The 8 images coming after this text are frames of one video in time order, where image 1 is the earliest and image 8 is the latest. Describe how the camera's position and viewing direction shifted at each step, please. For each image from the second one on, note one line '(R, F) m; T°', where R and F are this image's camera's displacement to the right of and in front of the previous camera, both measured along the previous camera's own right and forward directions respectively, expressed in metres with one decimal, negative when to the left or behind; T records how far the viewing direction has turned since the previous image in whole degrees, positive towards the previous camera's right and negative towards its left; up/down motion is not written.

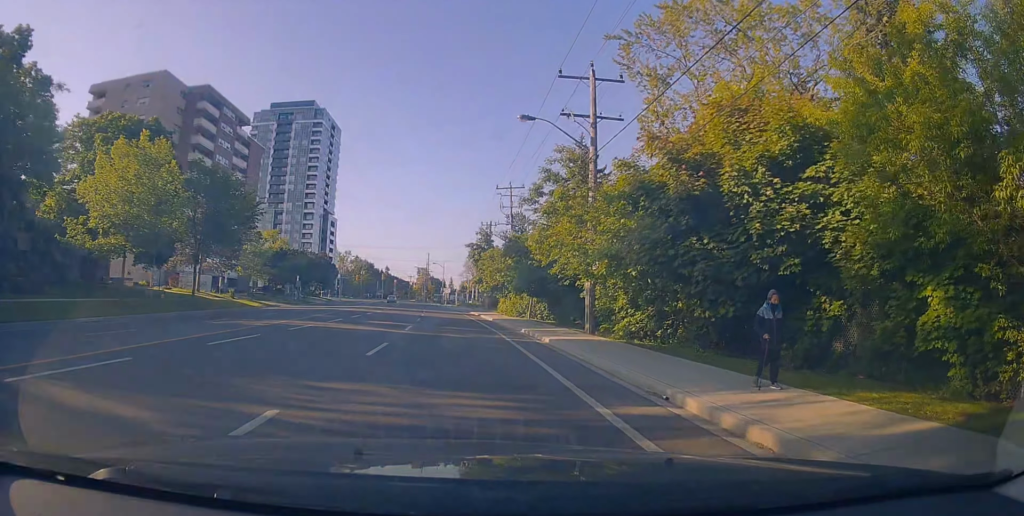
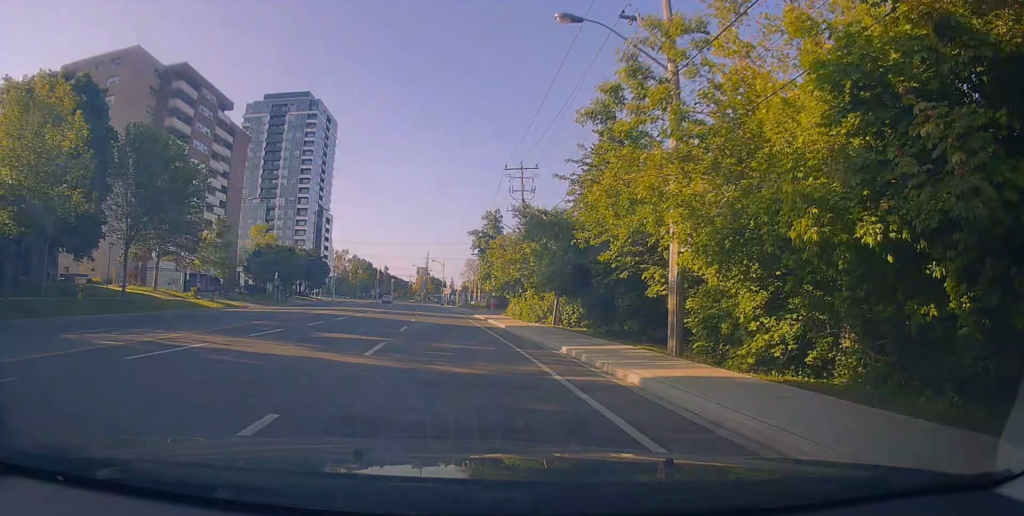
(+0.1, +9.5) m; -1°
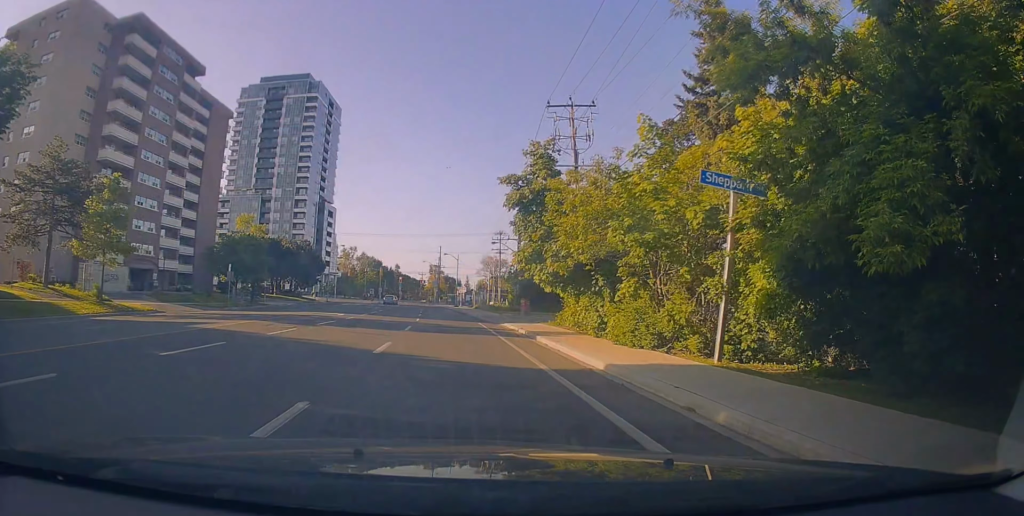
(-0.3, +17.1) m; 0°
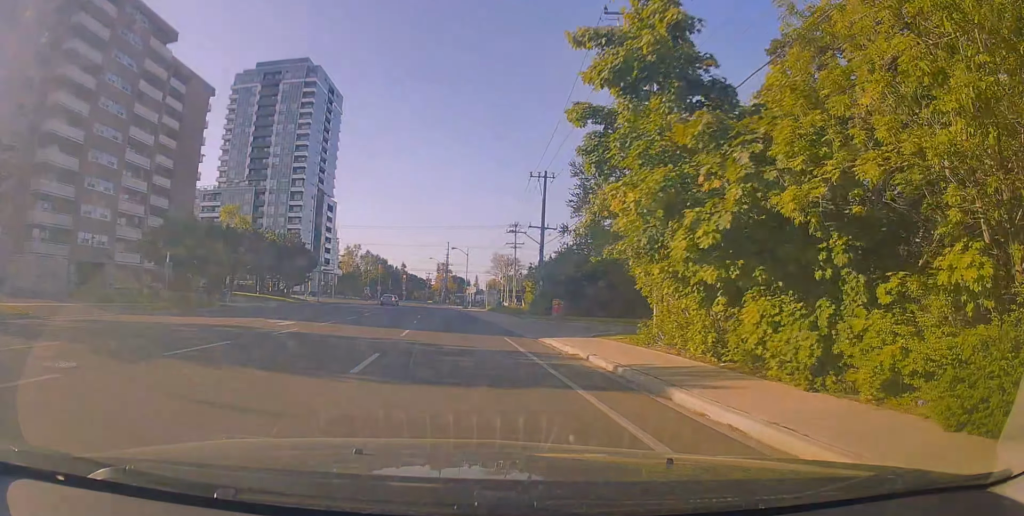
(+0.3, +12.4) m; -2°
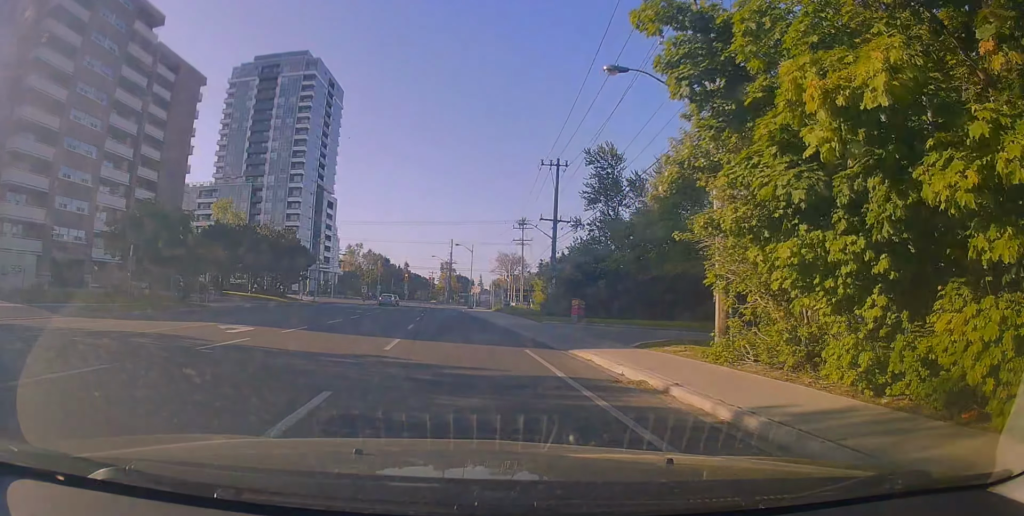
(-0.3, +5.2) m; -1°
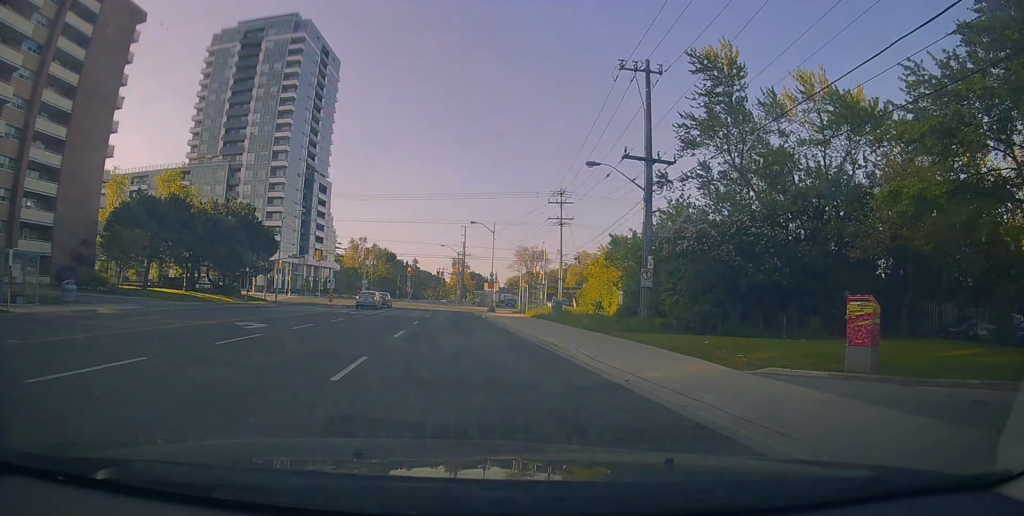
(-0.6, +23.2) m; 0°
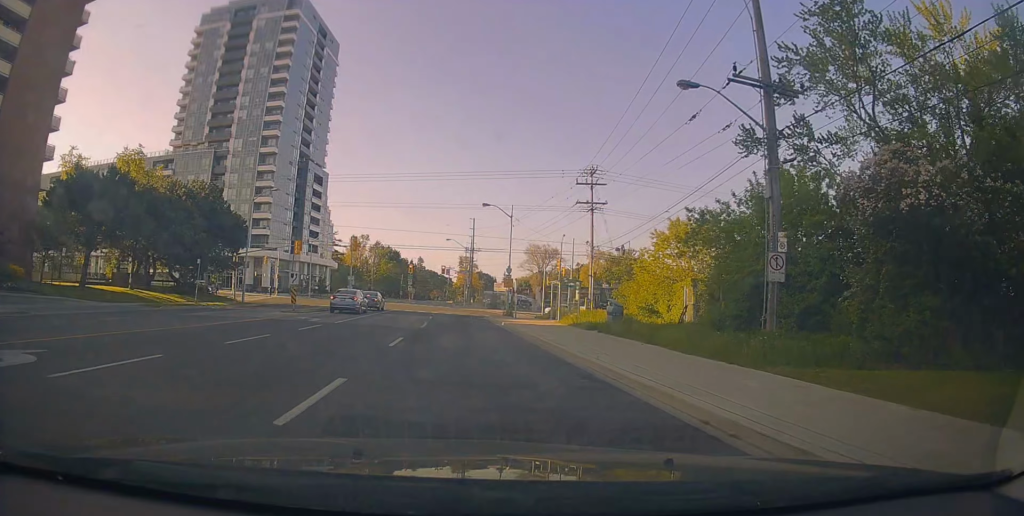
(+0.2, +11.6) m; 0°
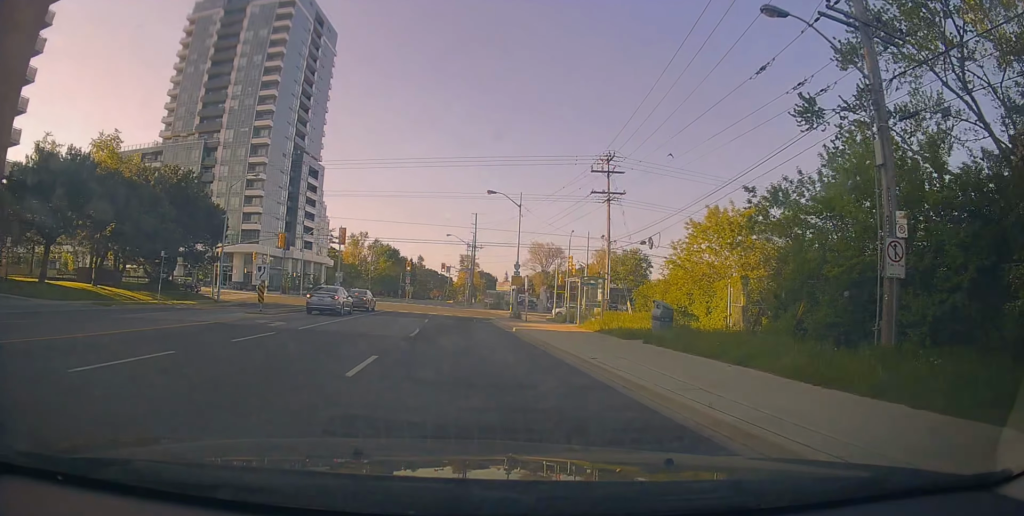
(+0.1, +5.8) m; -1°
